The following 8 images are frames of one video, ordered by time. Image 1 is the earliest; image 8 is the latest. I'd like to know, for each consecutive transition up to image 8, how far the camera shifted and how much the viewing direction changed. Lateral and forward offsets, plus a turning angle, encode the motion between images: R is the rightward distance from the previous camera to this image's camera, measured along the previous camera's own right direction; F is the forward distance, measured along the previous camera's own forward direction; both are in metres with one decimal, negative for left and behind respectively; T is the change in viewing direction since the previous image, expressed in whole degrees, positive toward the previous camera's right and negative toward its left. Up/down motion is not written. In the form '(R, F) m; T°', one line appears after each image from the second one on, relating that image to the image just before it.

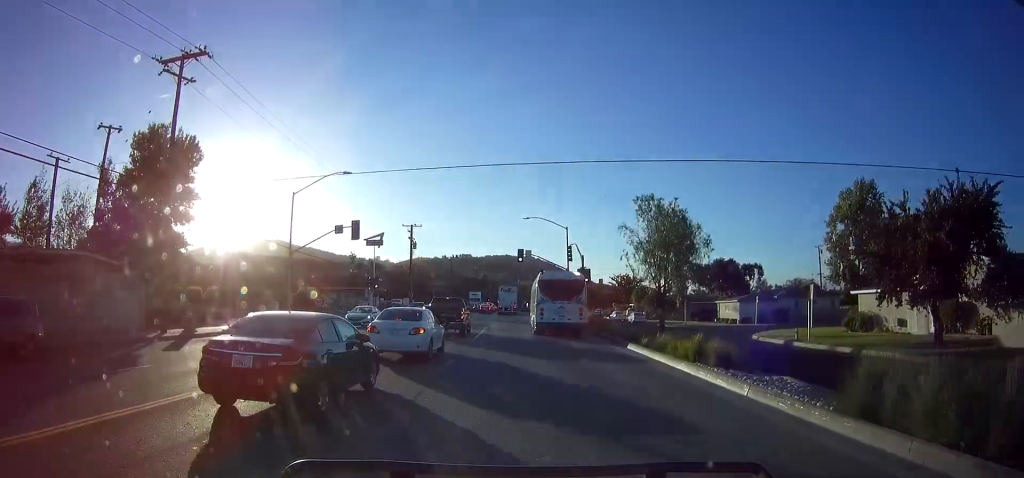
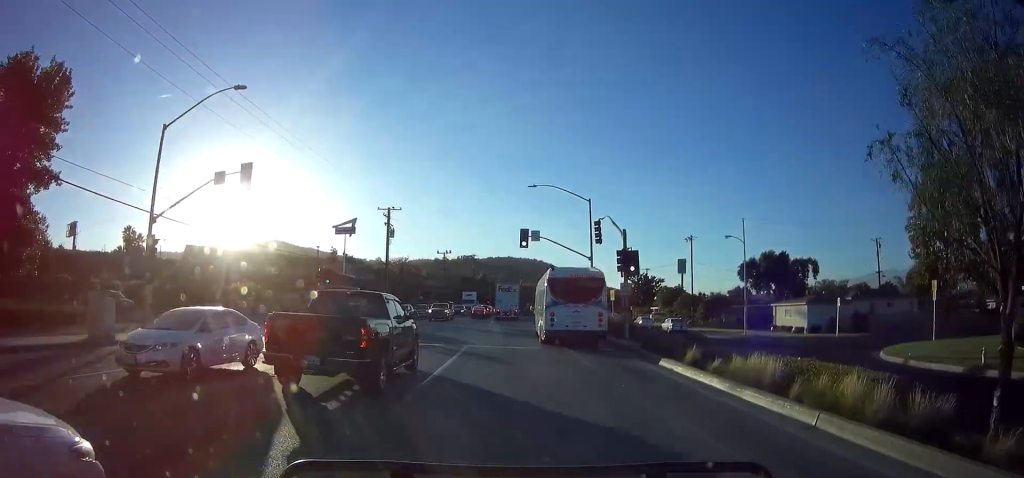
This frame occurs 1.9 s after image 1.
(-0.7, +15.4) m; -2°
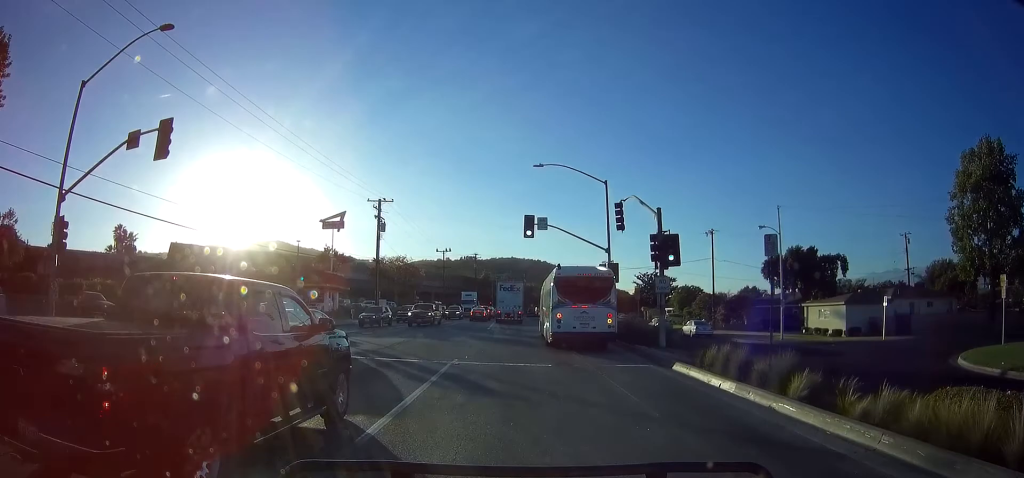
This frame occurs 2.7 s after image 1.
(+0.1, +5.8) m; 0°
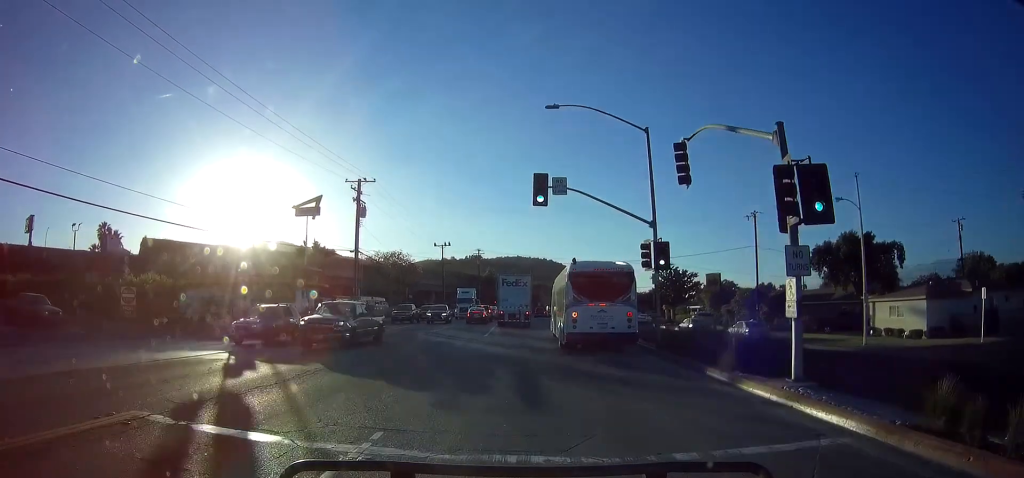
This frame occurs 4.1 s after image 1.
(-0.1, +9.2) m; -2°
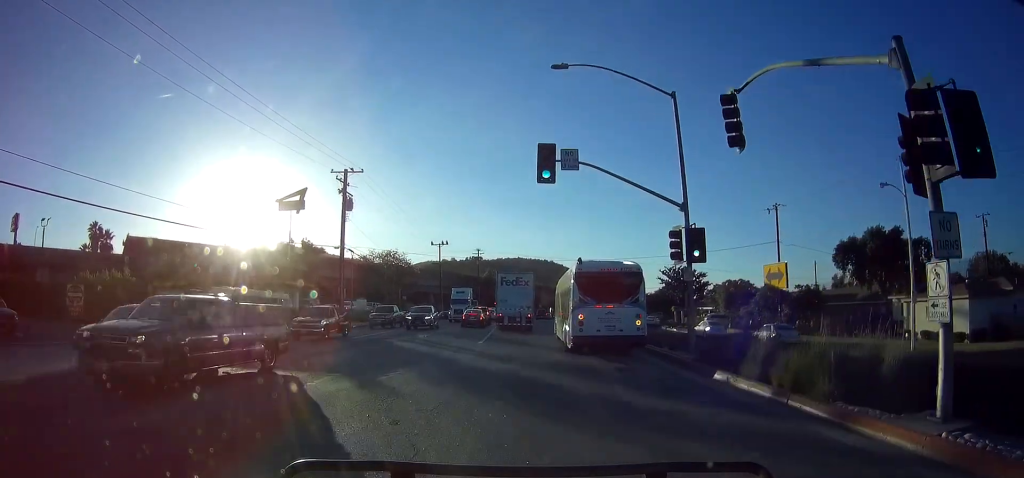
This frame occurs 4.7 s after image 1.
(0.0, +4.0) m; 0°
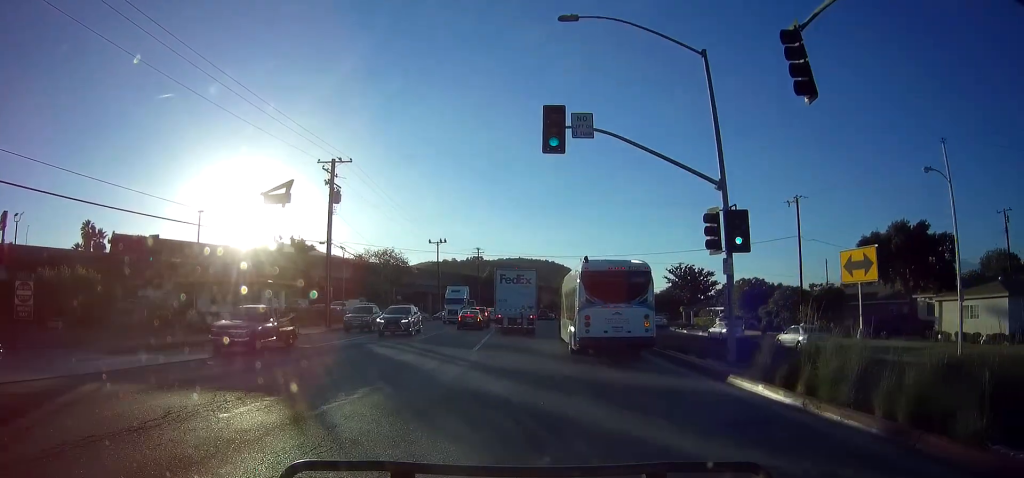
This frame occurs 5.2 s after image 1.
(0.0, +3.4) m; 0°
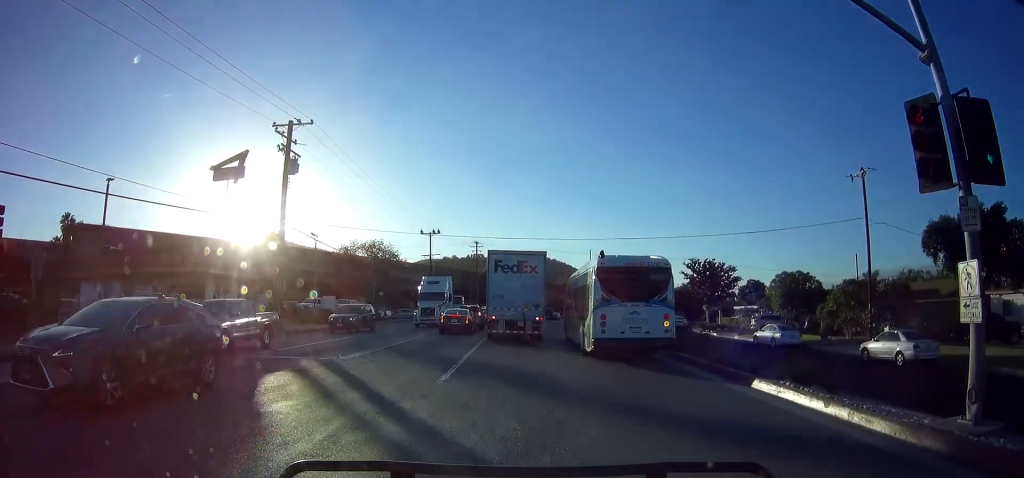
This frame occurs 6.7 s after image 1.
(-0.1, +8.5) m; +1°
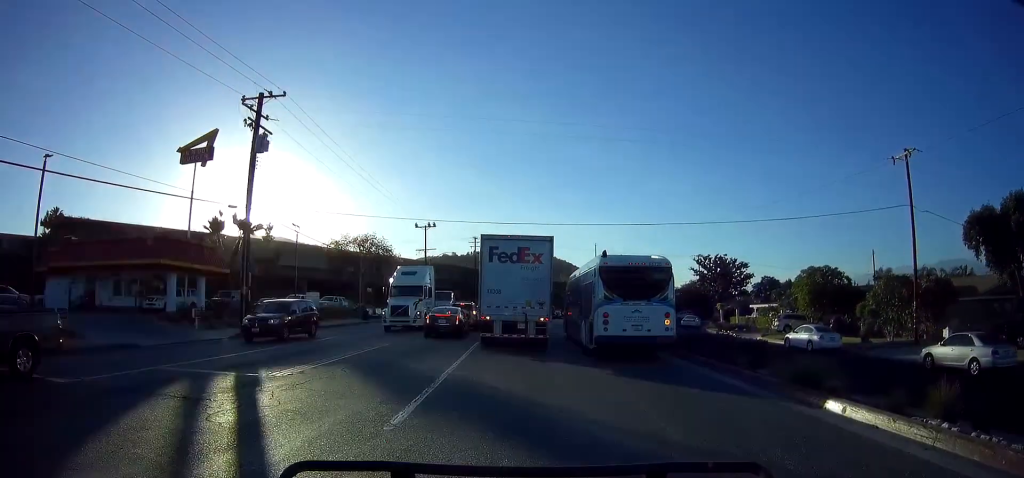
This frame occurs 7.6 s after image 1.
(+0.1, +4.2) m; +2°
